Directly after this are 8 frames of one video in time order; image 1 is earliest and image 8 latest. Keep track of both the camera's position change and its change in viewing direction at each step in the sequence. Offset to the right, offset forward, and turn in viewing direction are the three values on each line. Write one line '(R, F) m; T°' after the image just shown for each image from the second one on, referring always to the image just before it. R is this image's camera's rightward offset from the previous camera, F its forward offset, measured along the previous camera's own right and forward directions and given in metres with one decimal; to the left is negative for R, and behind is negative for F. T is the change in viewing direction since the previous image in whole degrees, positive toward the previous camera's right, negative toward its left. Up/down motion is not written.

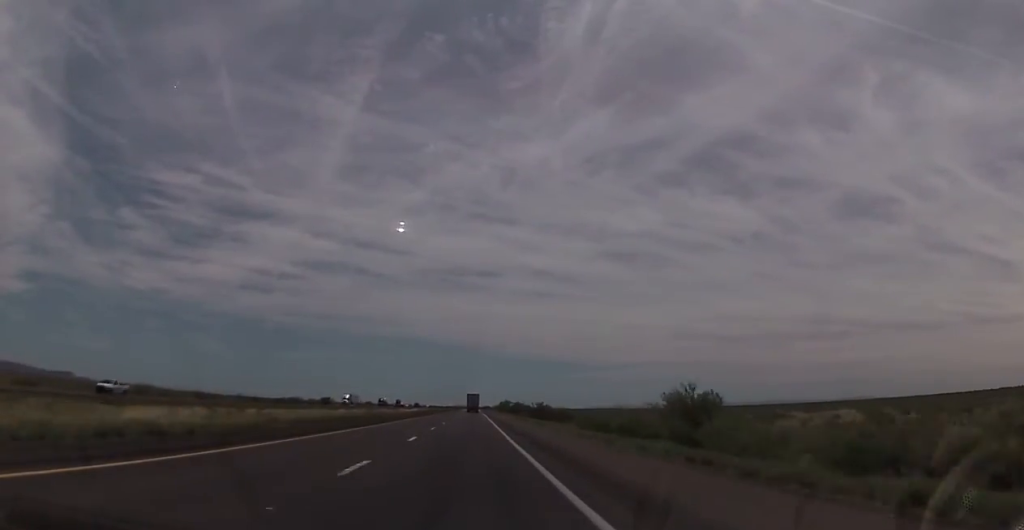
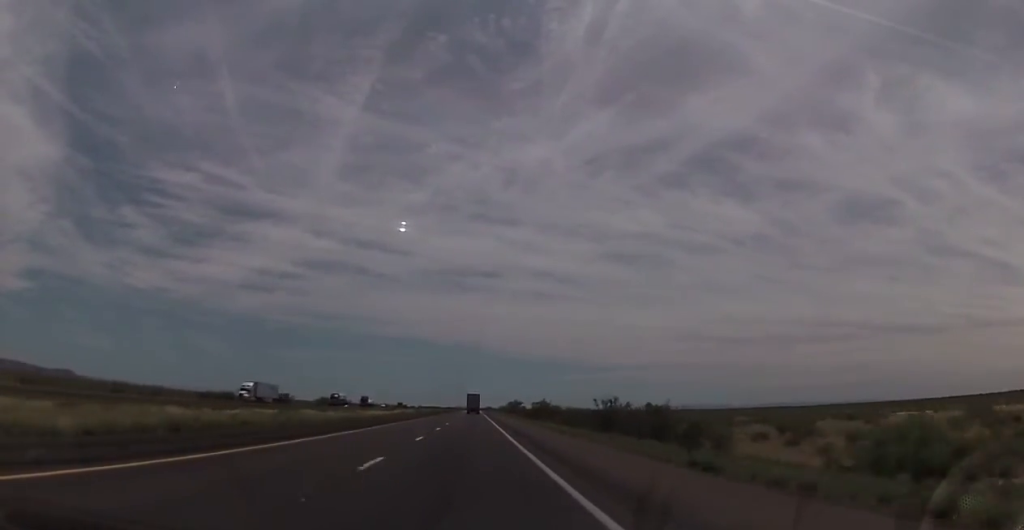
(0.0, +59.2) m; 0°
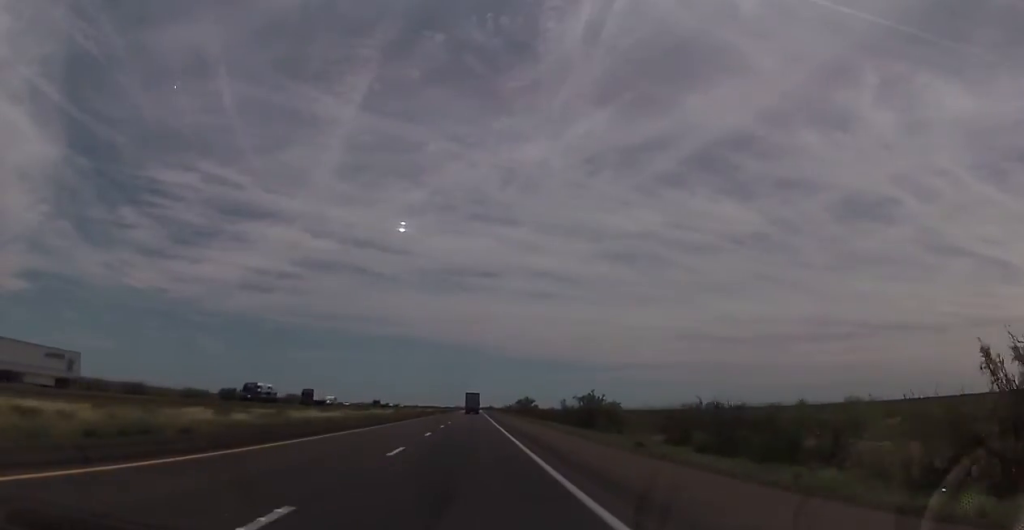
(-0.4, +44.6) m; 0°
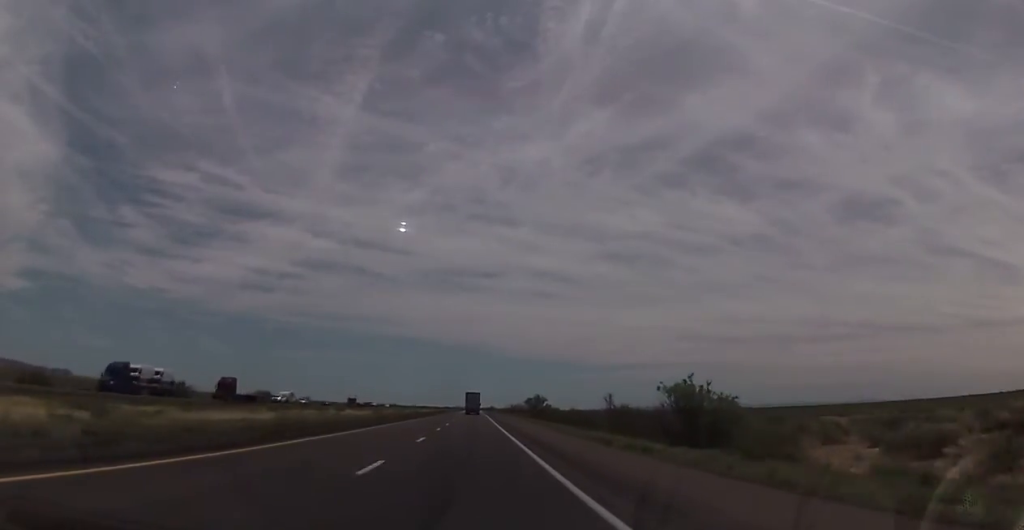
(+0.4, +28.9) m; +1°
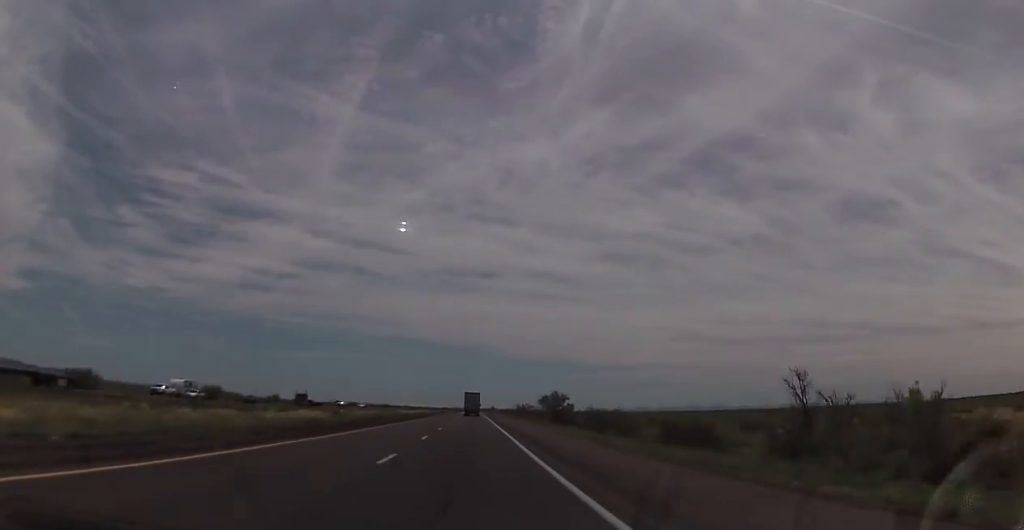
(+0.2, +33.8) m; 0°
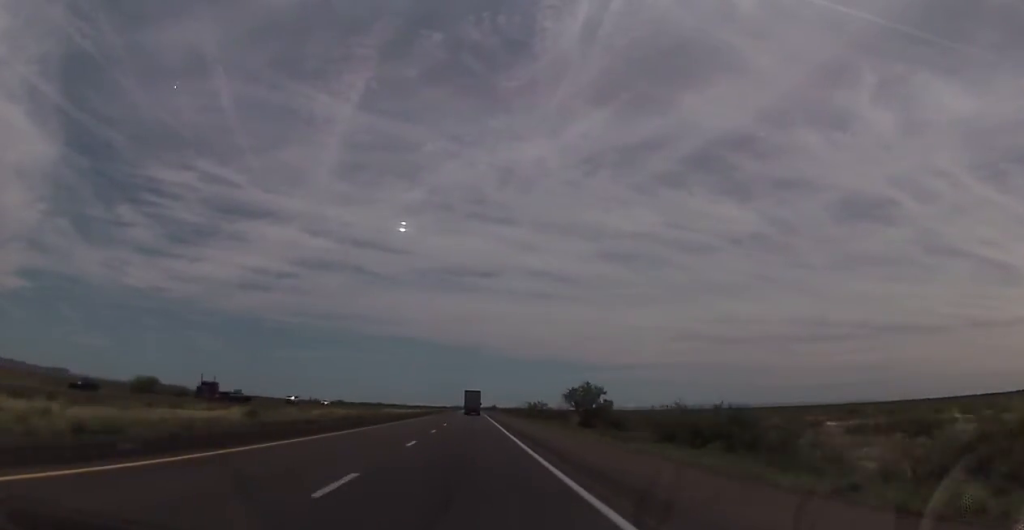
(-0.1, +30.1) m; 0°
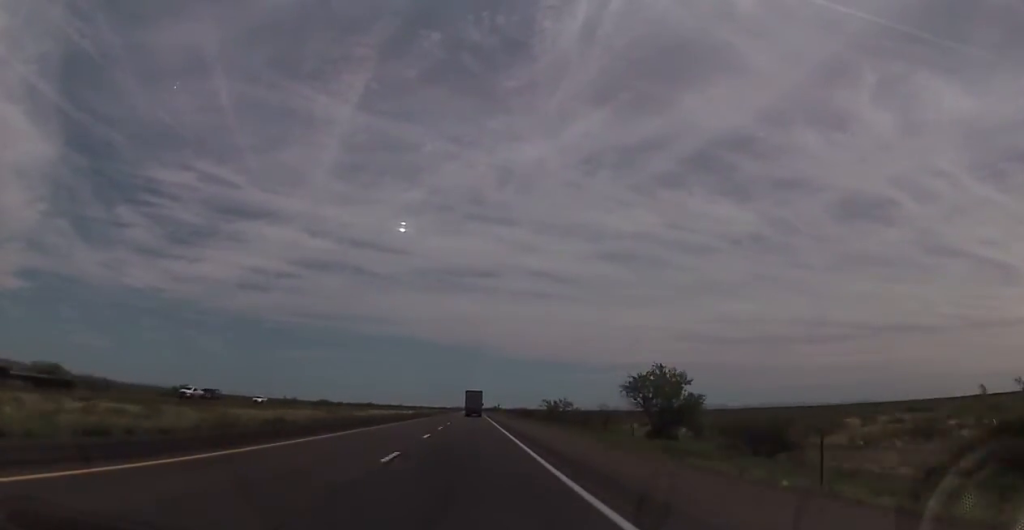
(-0.1, +30.1) m; 0°
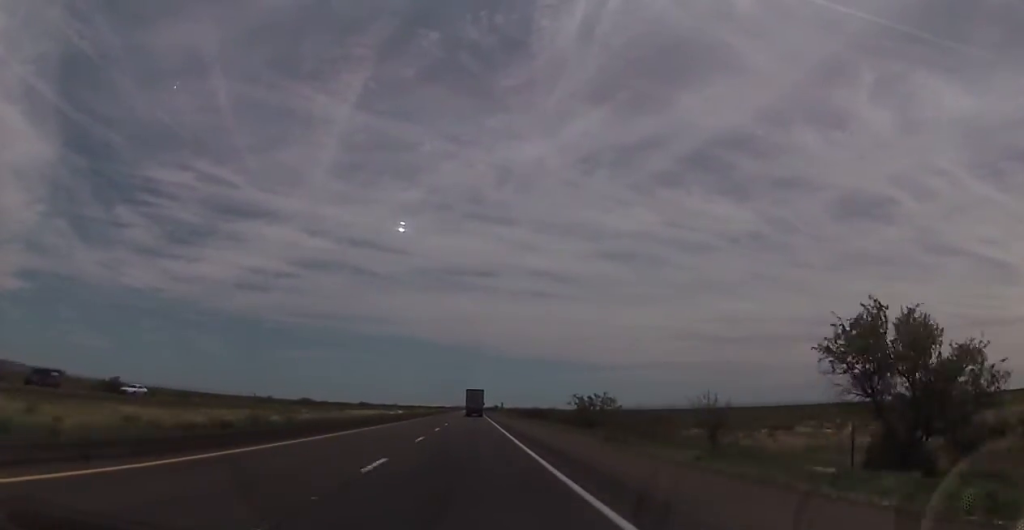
(+0.1, +26.4) m; 0°
